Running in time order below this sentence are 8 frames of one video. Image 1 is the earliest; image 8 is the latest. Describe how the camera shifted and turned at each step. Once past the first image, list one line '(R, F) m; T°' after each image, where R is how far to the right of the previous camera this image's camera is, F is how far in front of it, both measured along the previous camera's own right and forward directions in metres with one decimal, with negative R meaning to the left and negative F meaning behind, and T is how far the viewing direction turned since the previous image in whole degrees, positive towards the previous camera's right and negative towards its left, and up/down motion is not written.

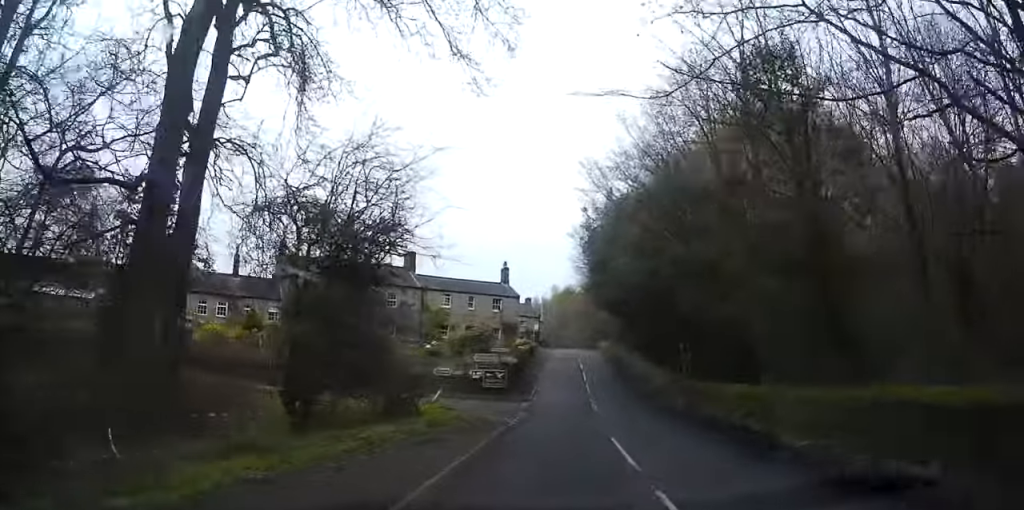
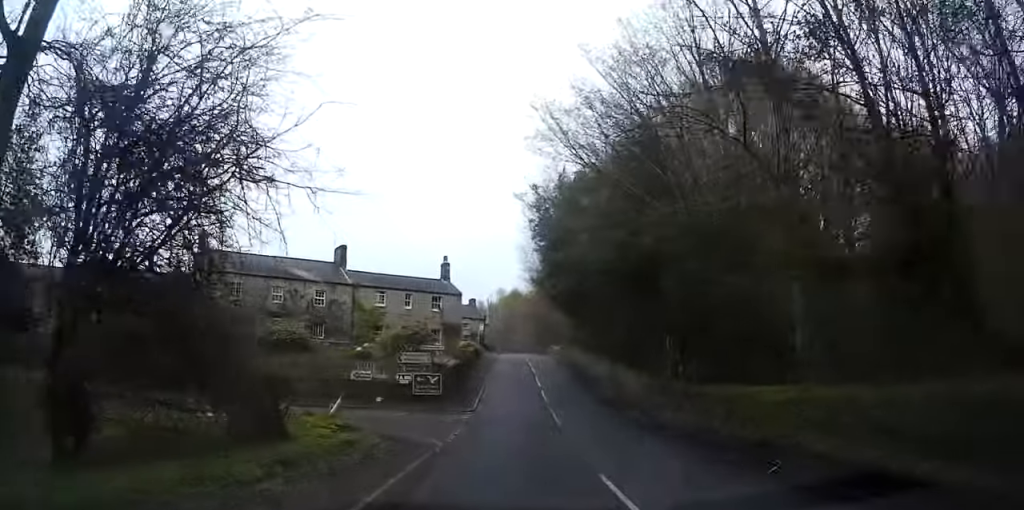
(+0.4, +7.1) m; +3°
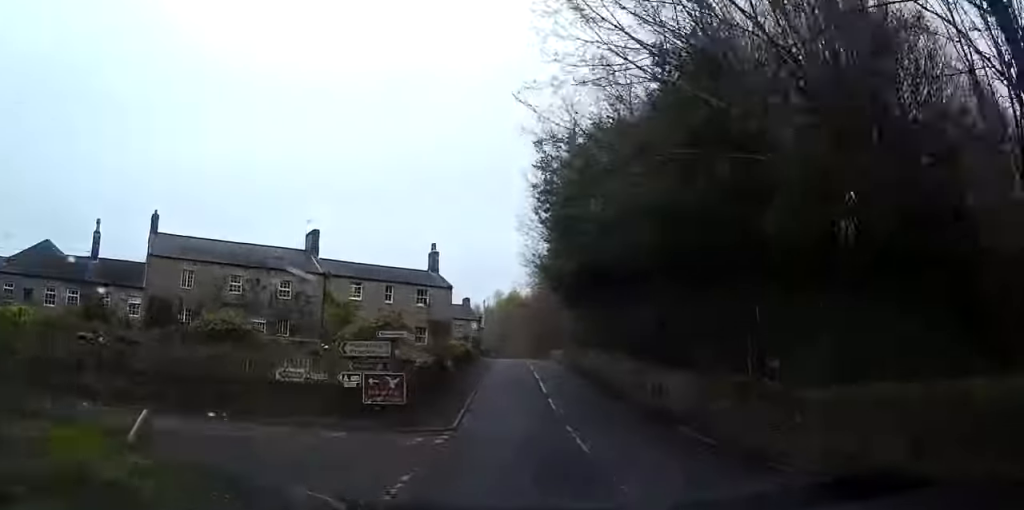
(+0.2, +9.0) m; +2°
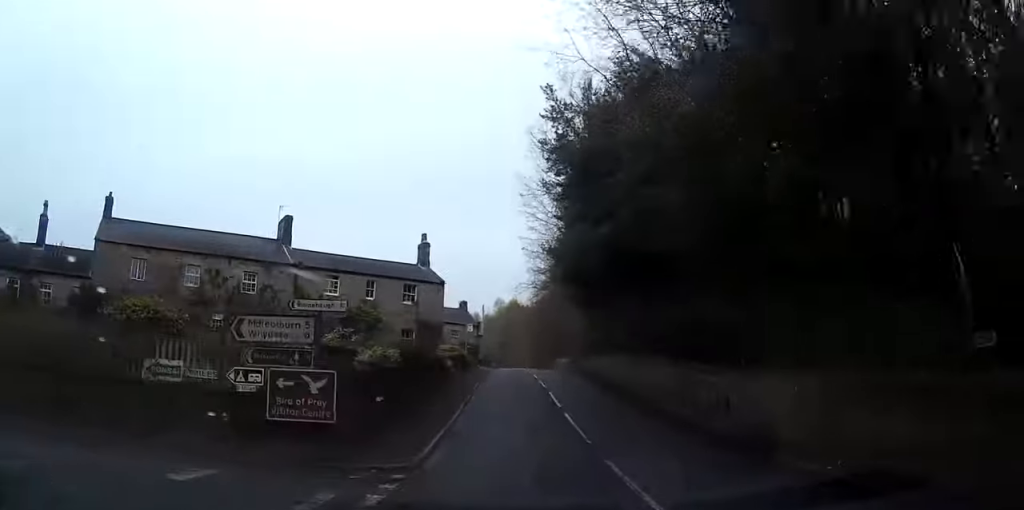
(-0.2, +7.7) m; +1°
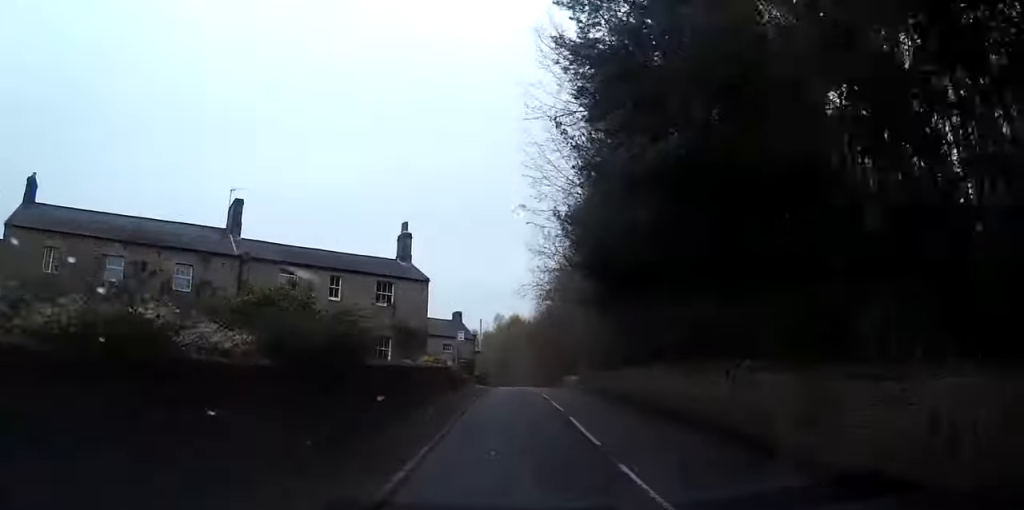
(+0.3, +10.0) m; +4°
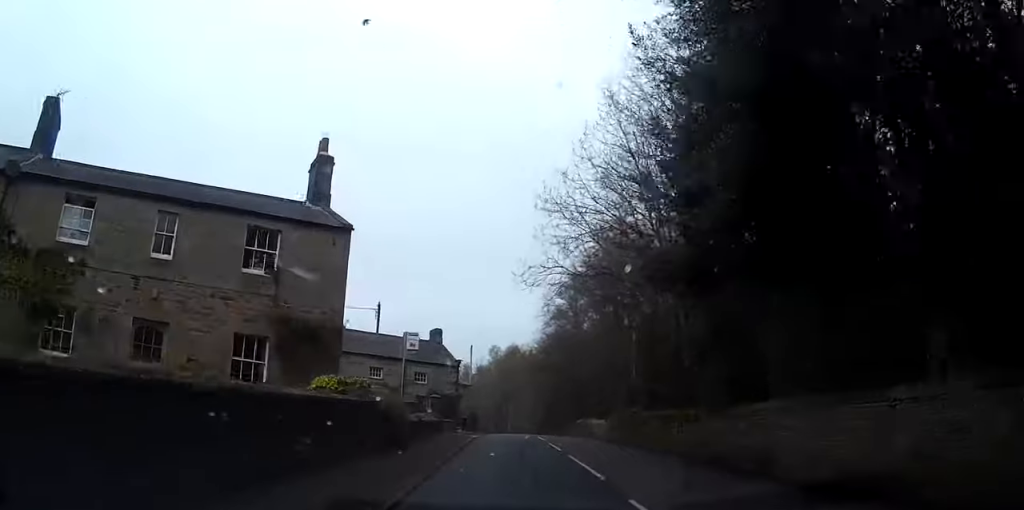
(+1.5, +19.6) m; +7°
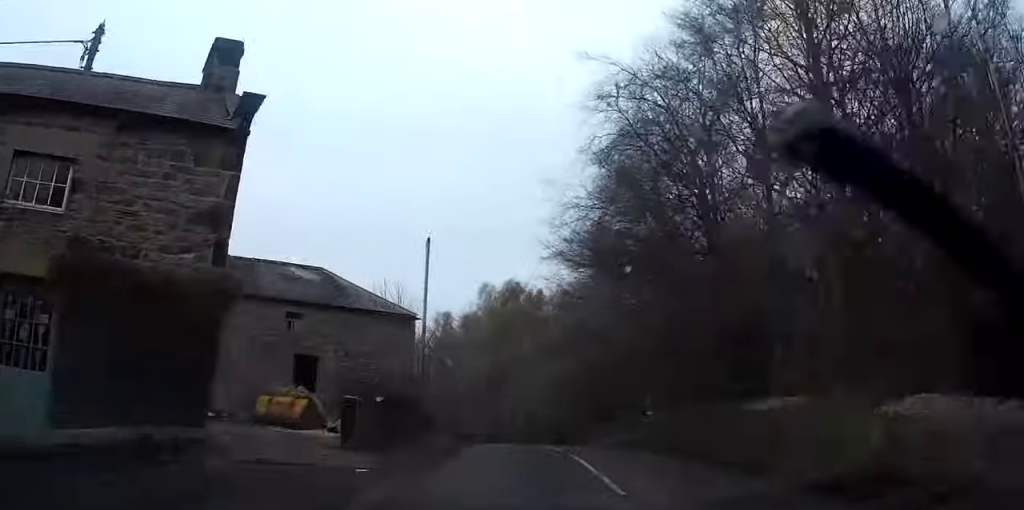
(+2.1, +40.6) m; +7°
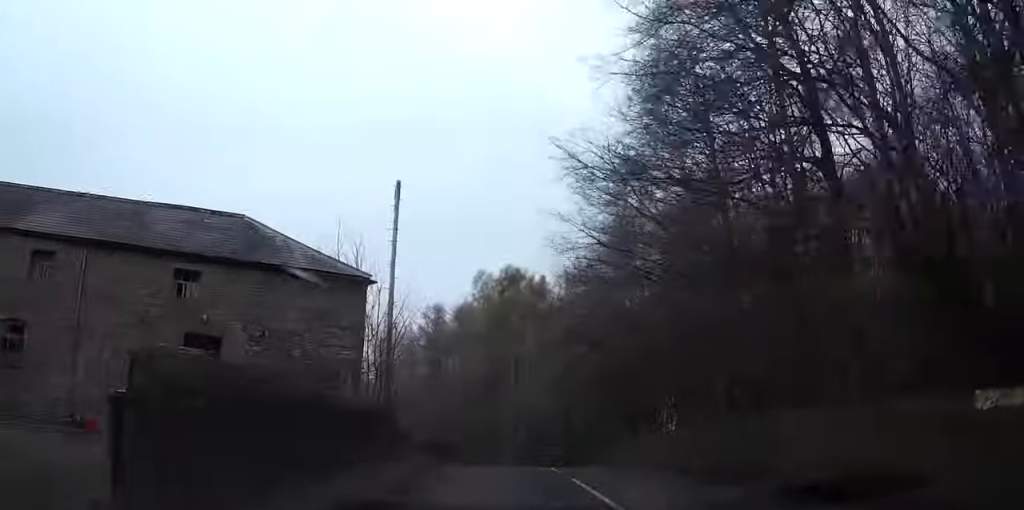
(+0.1, +9.5) m; +1°
